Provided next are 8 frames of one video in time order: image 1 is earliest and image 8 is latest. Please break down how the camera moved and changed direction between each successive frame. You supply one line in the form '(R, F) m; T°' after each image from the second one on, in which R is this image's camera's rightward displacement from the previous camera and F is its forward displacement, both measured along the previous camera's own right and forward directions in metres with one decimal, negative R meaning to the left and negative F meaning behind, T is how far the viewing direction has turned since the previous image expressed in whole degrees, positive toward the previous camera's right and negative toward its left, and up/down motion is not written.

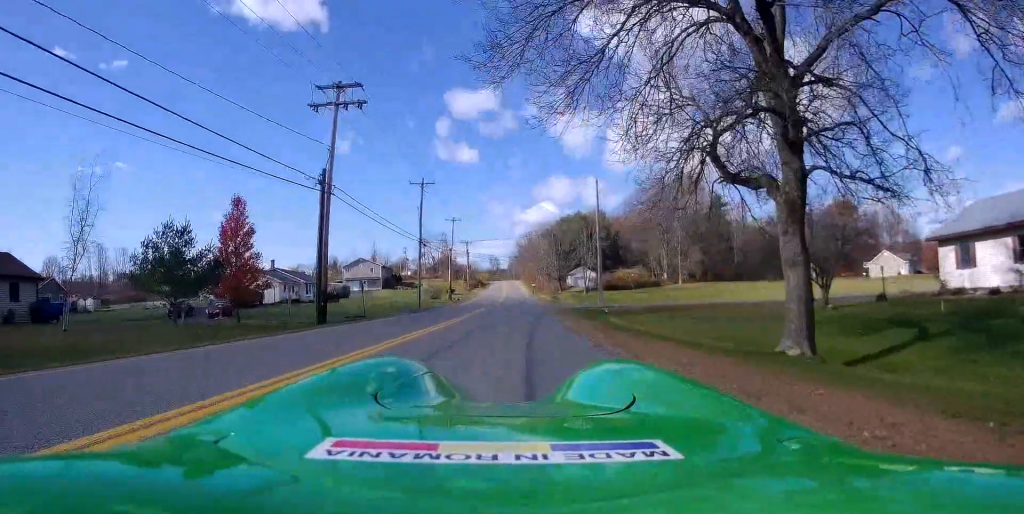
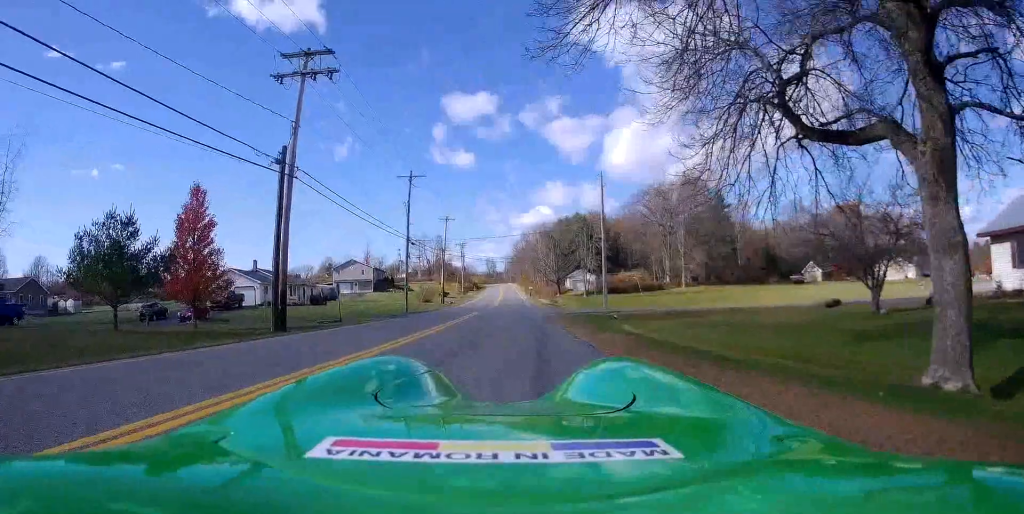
(+0.4, +4.7) m; 0°
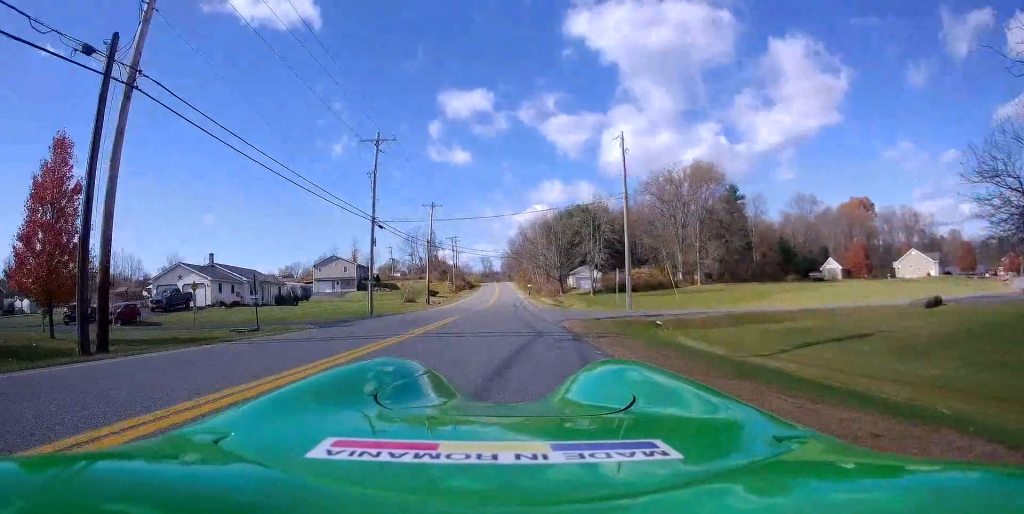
(0.0, +11.2) m; 0°
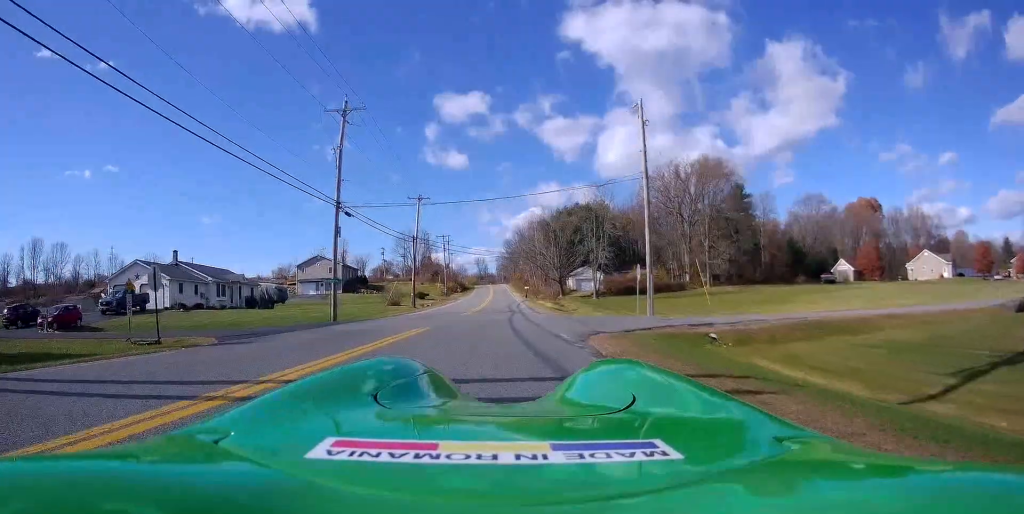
(-0.4, +6.9) m; 0°
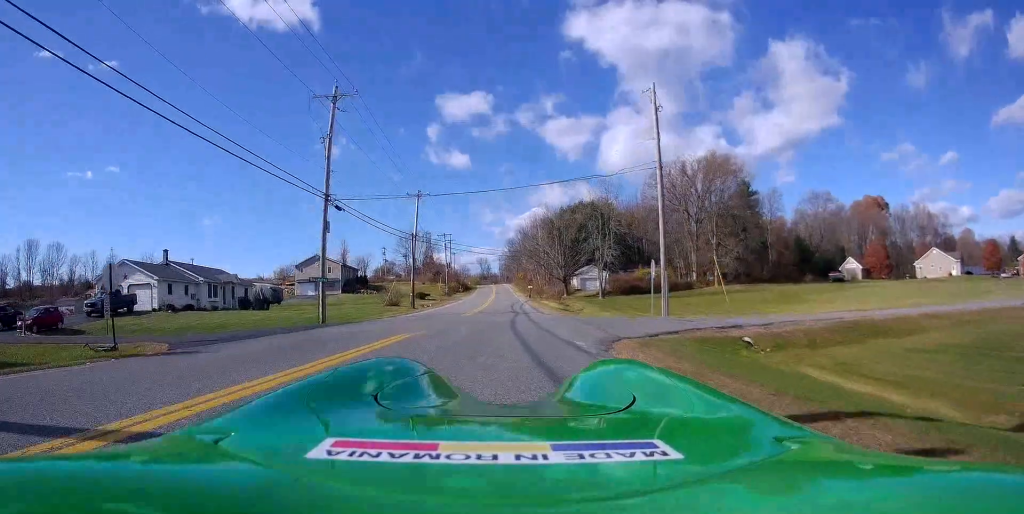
(+0.2, +2.5) m; 0°
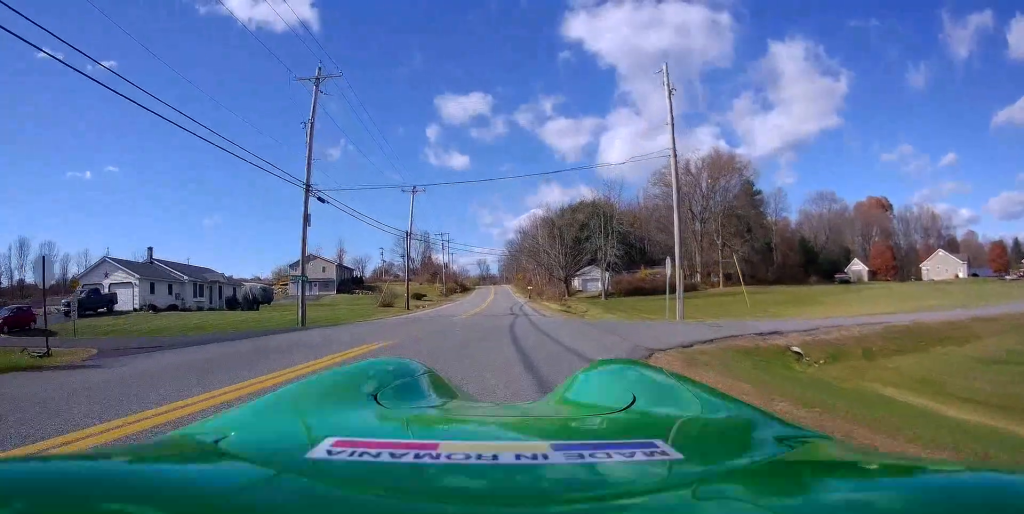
(+0.1, +2.7) m; 0°
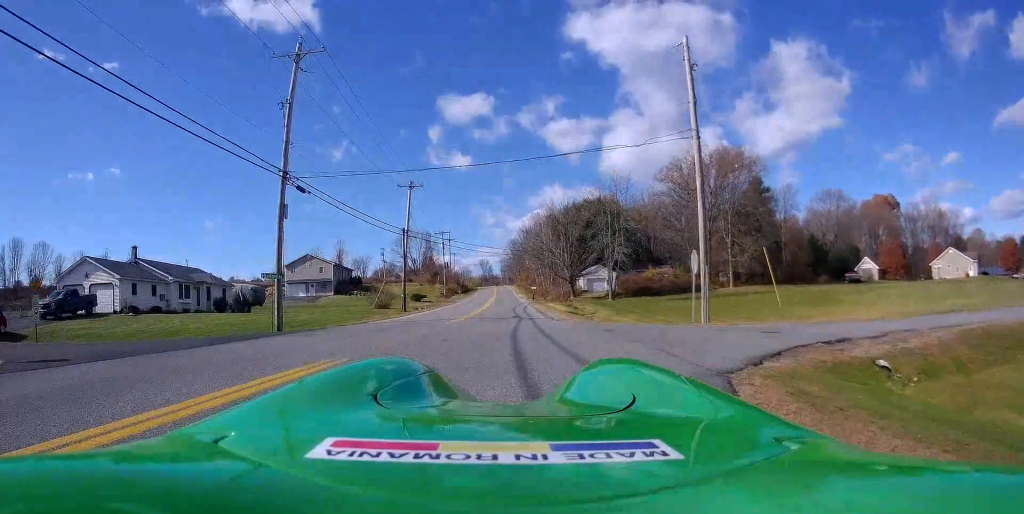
(-0.2, +3.0) m; -1°
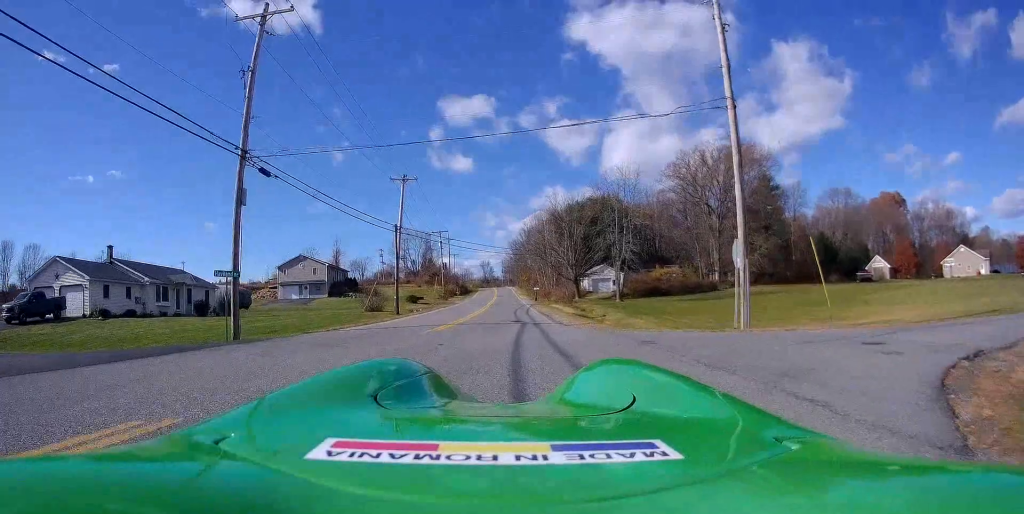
(0.0, +4.0) m; +1°
